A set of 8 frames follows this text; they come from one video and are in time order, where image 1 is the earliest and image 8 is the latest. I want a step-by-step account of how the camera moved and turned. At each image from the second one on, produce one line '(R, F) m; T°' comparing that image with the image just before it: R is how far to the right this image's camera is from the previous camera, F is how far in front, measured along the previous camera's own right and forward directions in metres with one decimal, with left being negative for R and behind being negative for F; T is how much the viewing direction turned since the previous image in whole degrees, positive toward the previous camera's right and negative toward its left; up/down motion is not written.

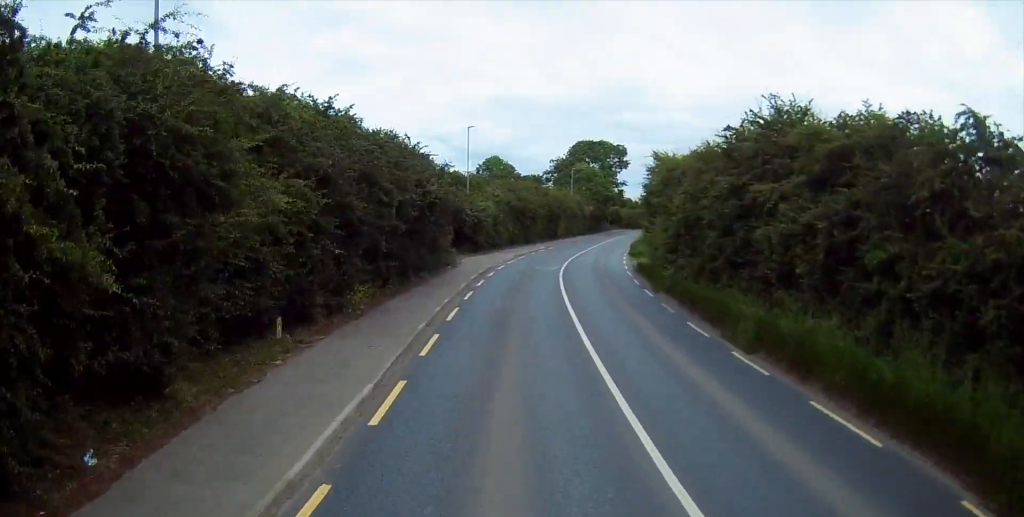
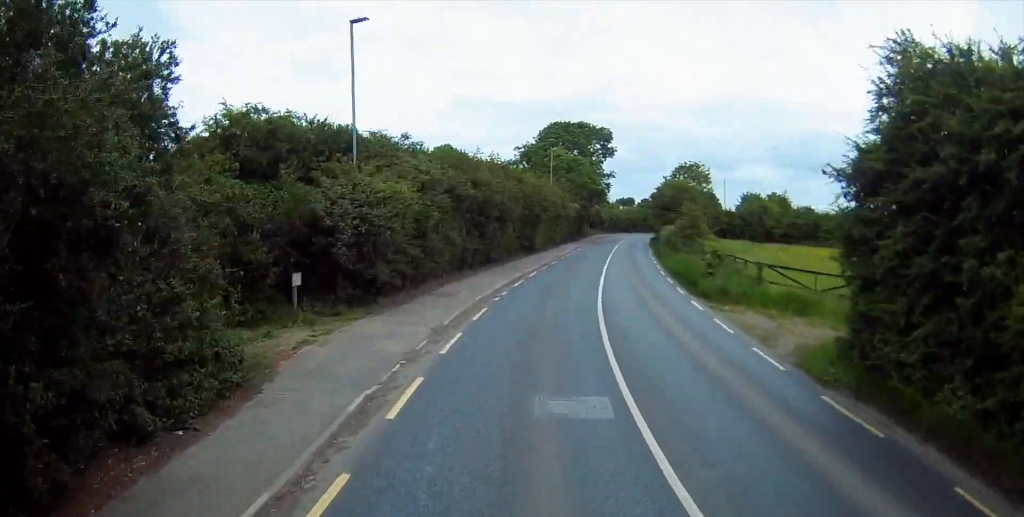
(+0.2, +23.7) m; +4°
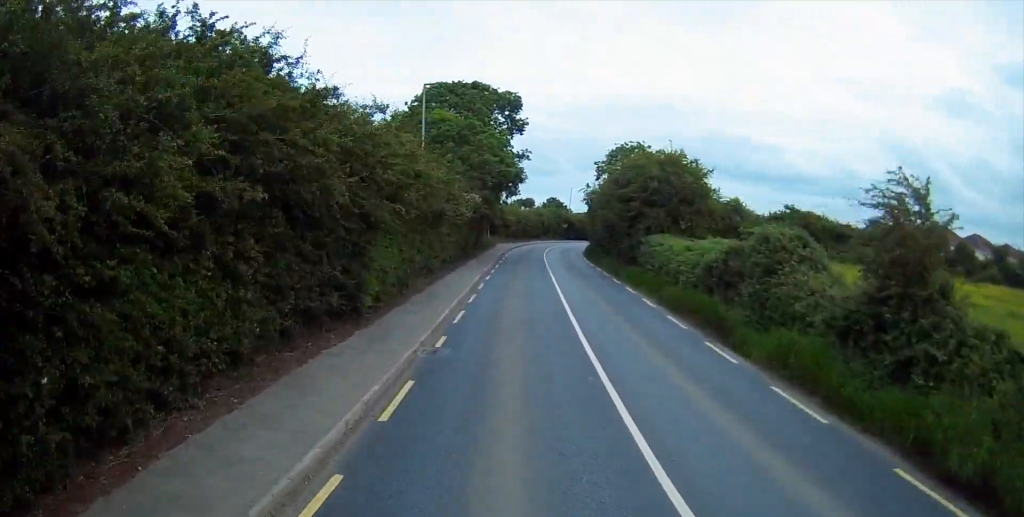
(+1.9, +27.8) m; +6°
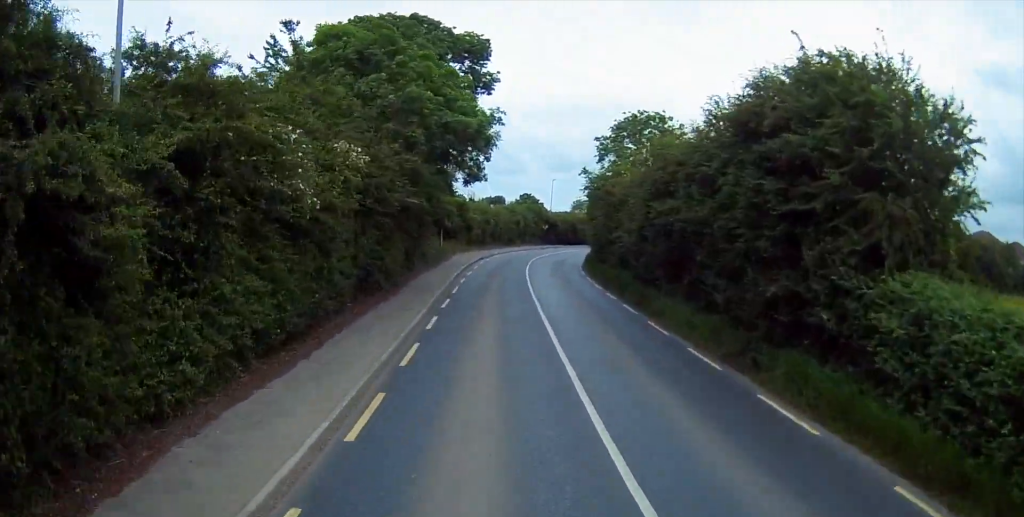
(+1.0, +20.7) m; +5°
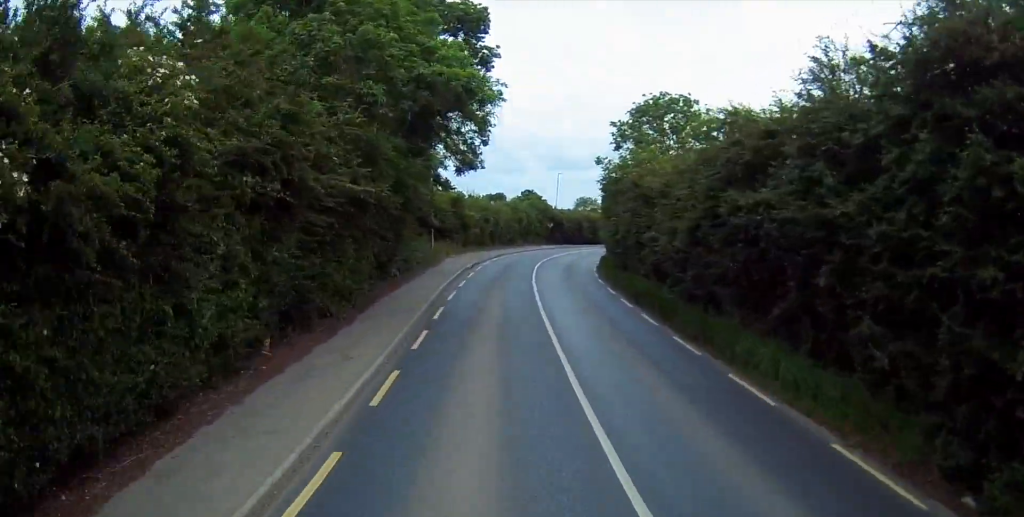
(+0.4, +6.5) m; +1°
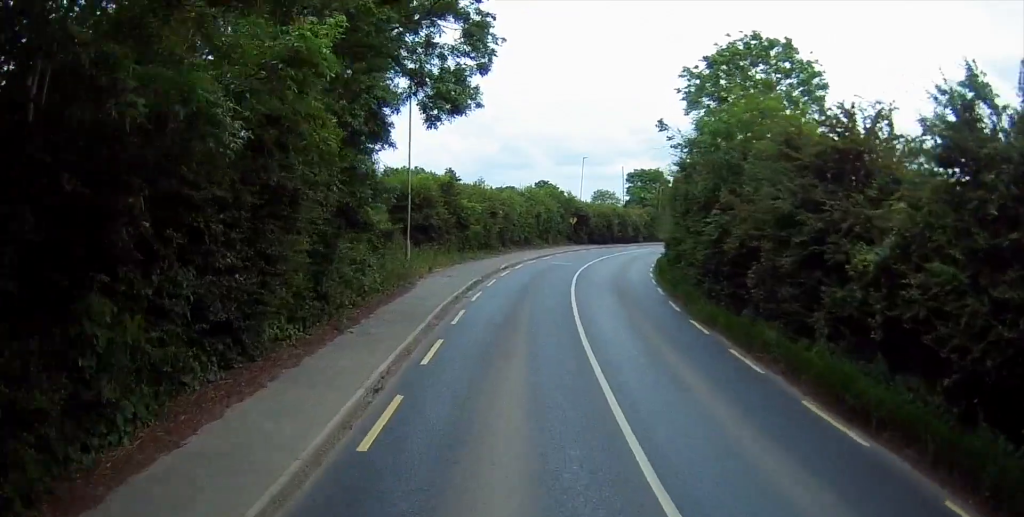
(-0.5, +13.9) m; -1°
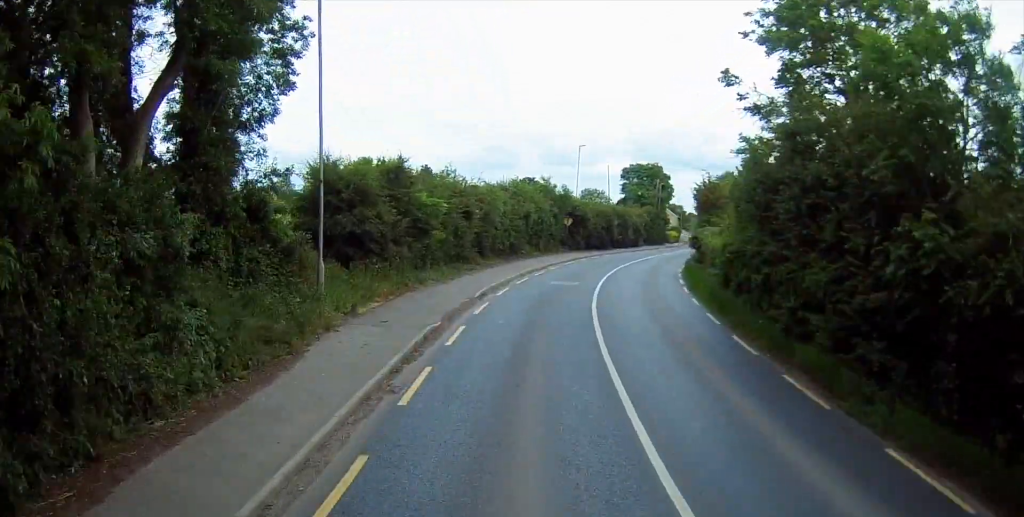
(+0.1, +10.5) m; +1°
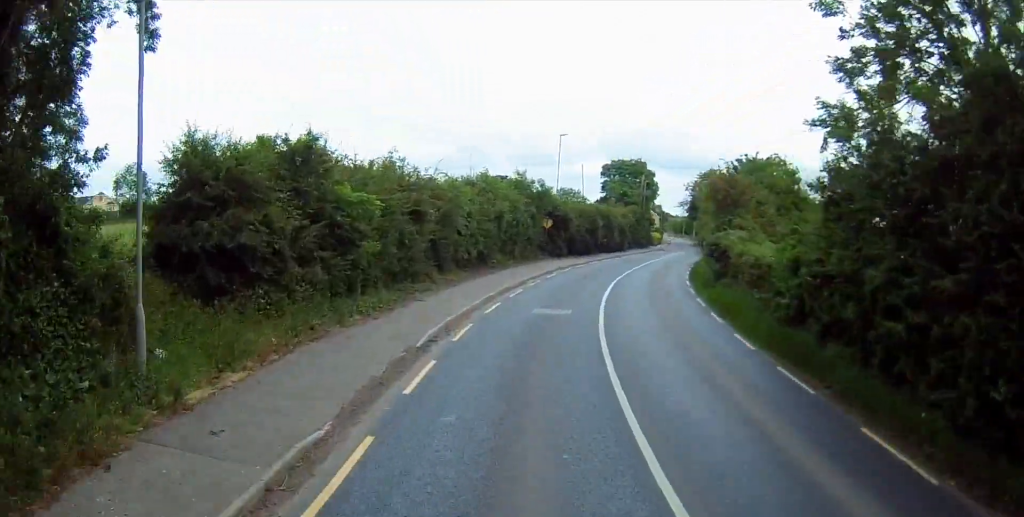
(0.0, +7.5) m; +2°
